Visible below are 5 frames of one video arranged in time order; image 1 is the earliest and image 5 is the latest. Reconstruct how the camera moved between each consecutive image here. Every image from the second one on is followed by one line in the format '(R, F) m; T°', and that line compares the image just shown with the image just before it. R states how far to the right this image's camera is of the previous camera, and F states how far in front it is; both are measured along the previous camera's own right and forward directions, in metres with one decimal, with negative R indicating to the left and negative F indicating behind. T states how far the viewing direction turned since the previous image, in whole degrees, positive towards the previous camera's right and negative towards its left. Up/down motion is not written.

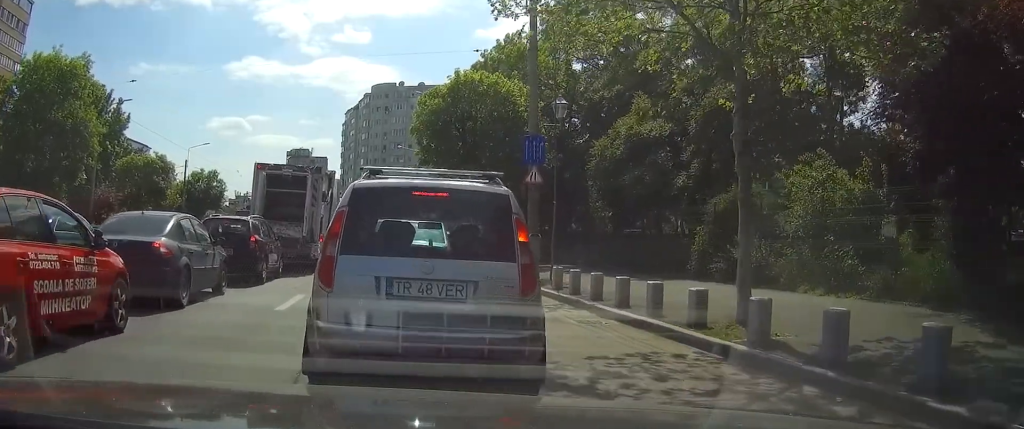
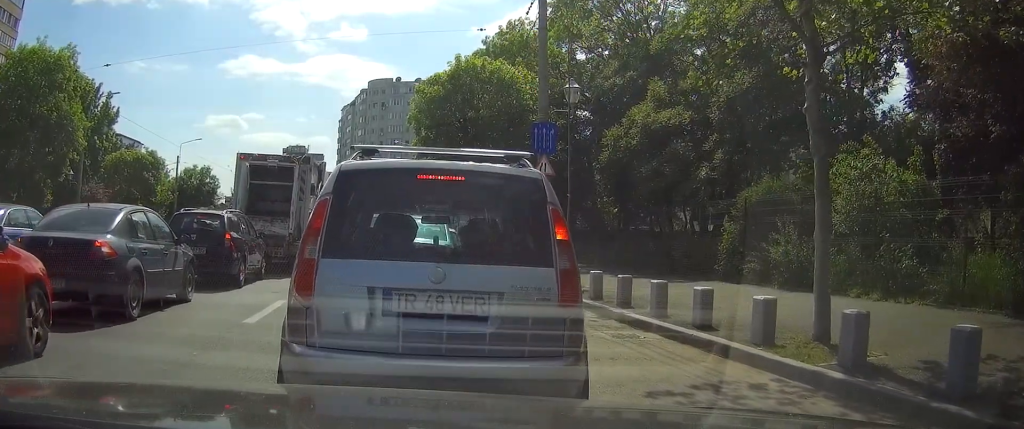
(0.0, +2.5) m; 0°
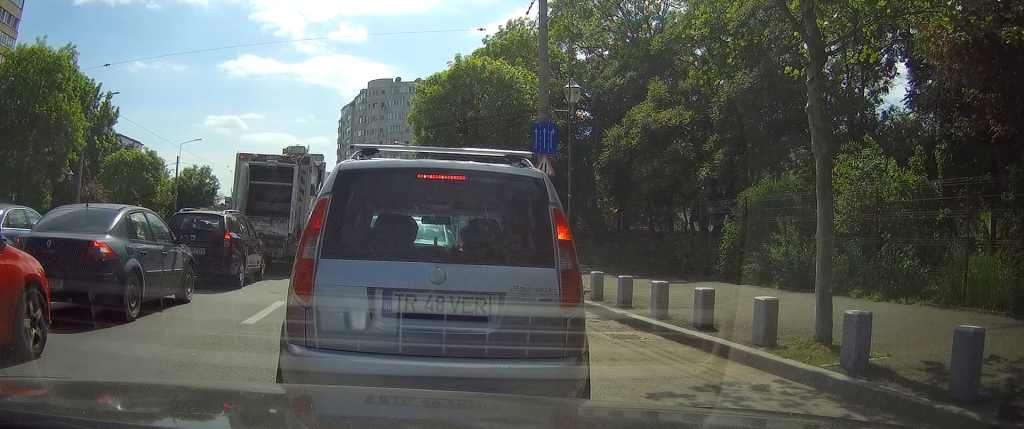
(0.0, +0.6) m; 0°
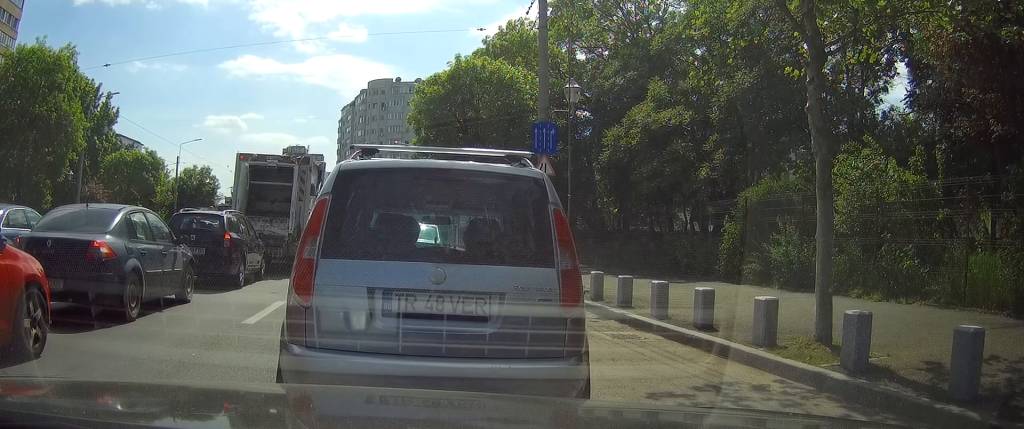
(0.0, 0.0) m; 0°
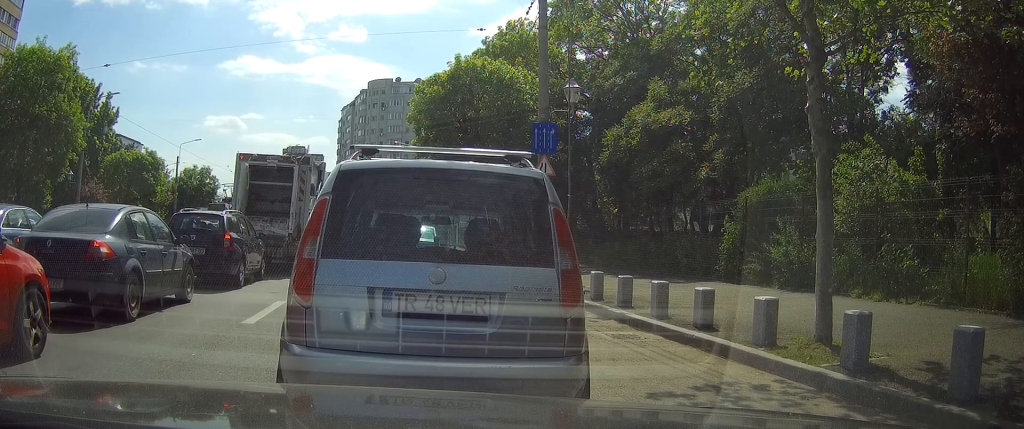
(0.0, 0.0) m; 0°
